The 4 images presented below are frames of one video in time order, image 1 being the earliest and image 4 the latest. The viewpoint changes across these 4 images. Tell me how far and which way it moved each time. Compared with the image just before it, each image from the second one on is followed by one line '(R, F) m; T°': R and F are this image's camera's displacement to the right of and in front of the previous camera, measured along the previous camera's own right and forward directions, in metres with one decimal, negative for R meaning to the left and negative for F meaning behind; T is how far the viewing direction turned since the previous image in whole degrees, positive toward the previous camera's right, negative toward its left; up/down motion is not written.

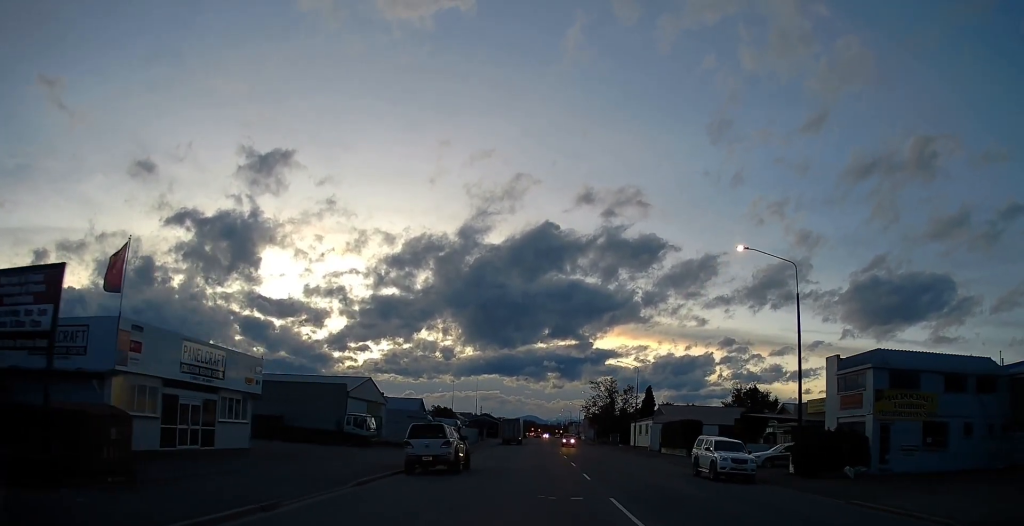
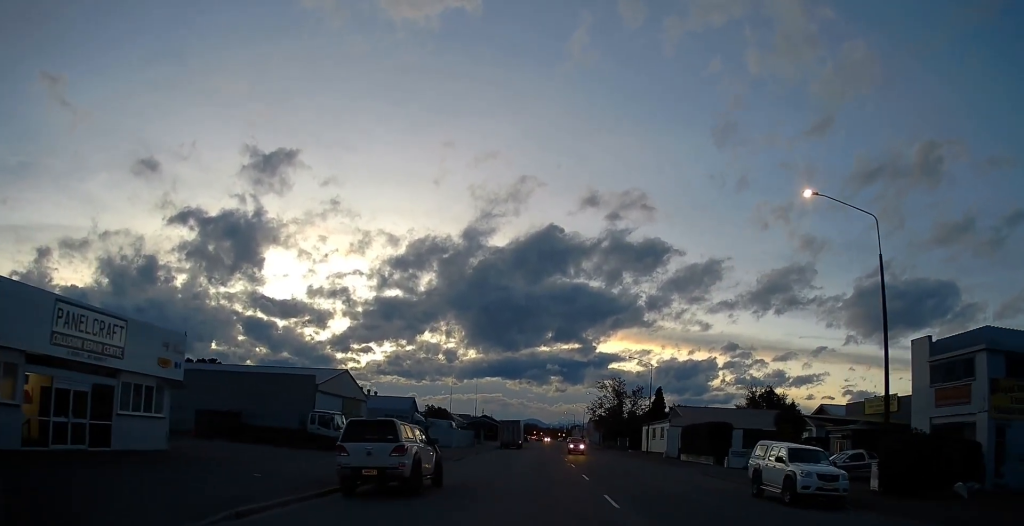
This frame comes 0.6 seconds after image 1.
(-0.5, +8.4) m; -1°
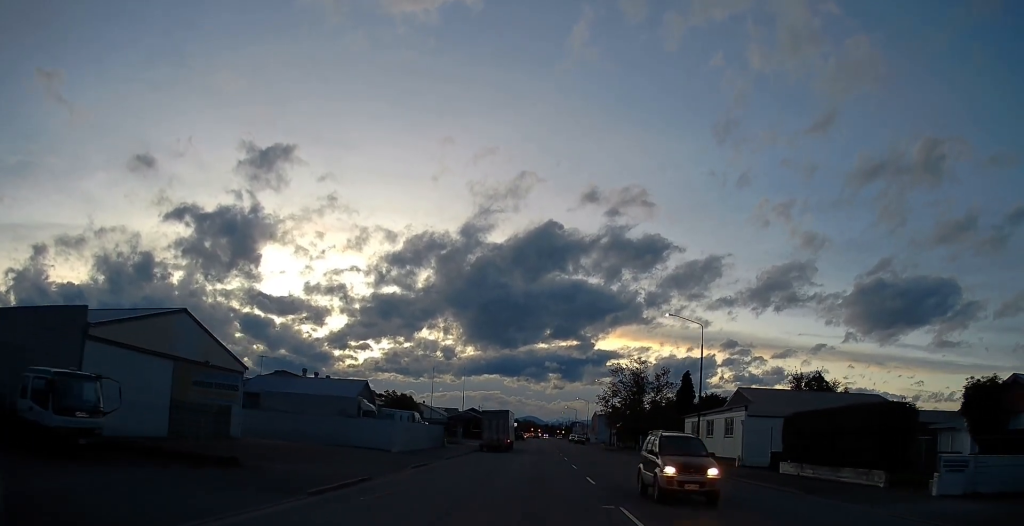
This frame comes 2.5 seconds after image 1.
(+1.5, +24.6) m; +2°
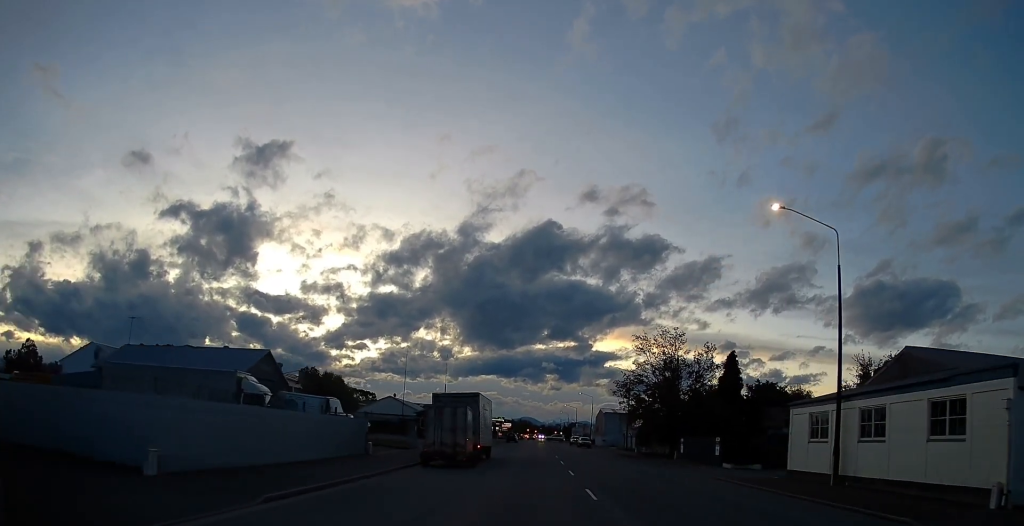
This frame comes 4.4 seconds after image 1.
(-0.3, +25.0) m; -1°
